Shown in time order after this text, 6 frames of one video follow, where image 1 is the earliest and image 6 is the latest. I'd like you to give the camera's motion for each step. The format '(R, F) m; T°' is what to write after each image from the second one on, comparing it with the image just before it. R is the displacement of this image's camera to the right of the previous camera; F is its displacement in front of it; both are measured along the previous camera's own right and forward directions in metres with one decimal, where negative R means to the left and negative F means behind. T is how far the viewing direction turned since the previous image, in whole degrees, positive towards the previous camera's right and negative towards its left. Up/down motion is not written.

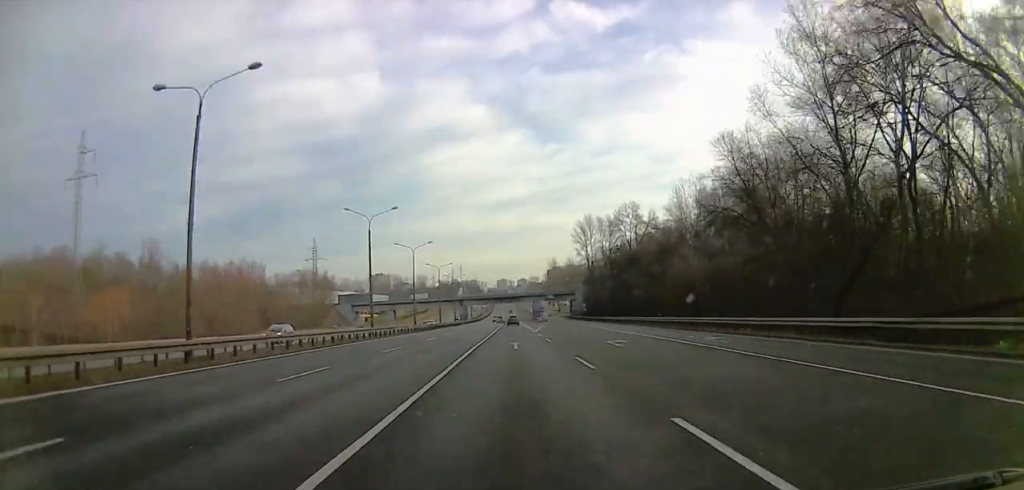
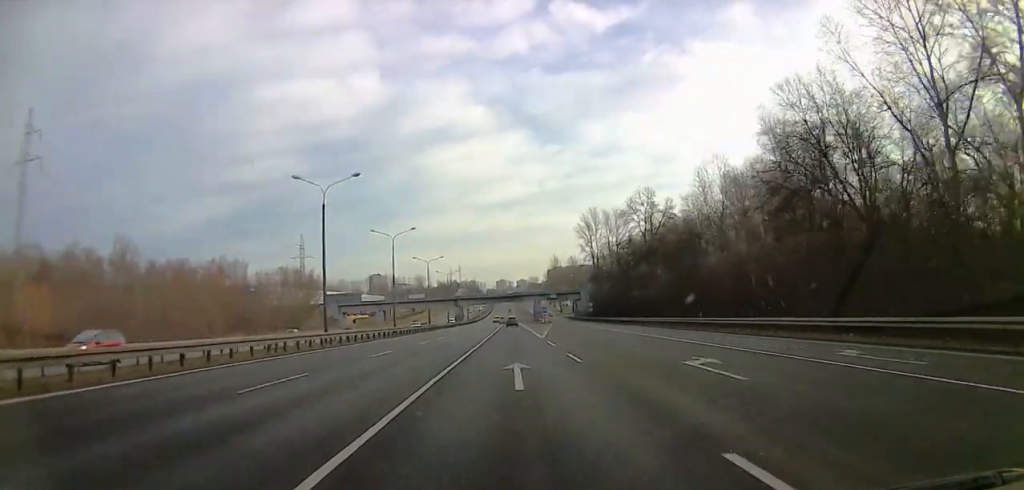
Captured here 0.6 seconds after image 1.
(0.0, +15.0) m; +2°
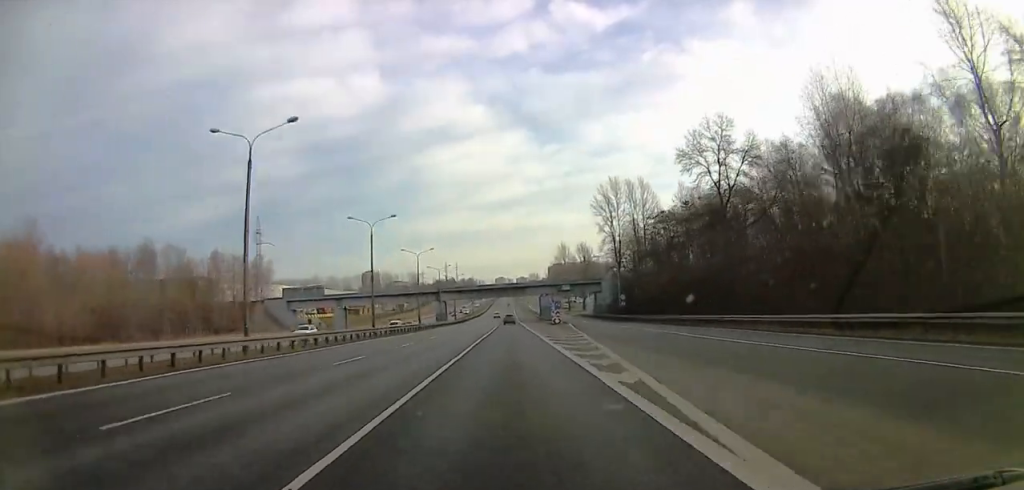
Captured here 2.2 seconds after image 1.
(-0.2, +39.8) m; -3°
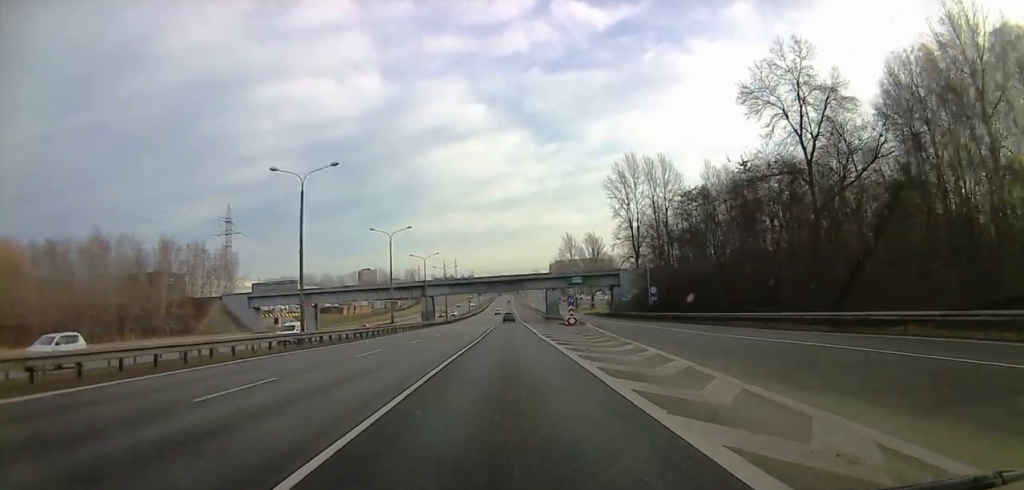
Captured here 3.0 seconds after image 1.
(-0.4, +20.9) m; -1°
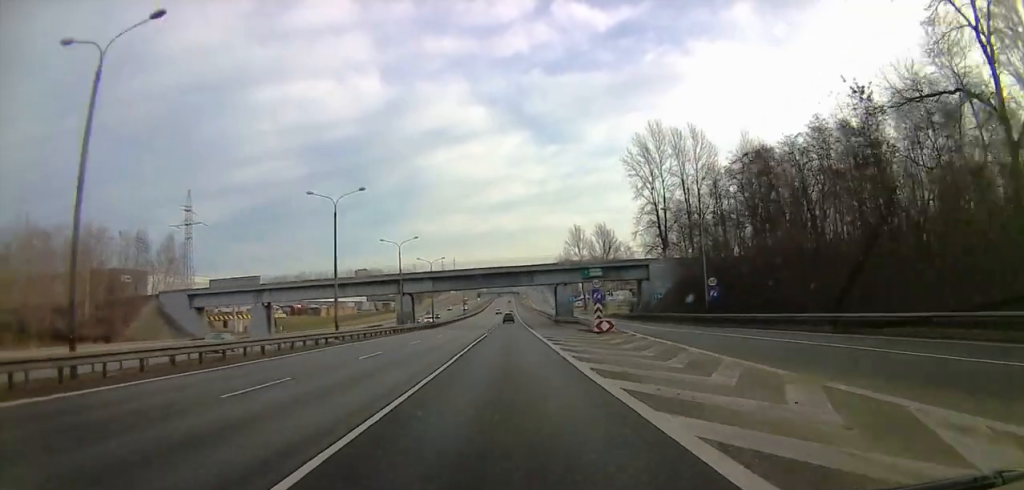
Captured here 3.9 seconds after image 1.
(+0.1, +22.7) m; +1°
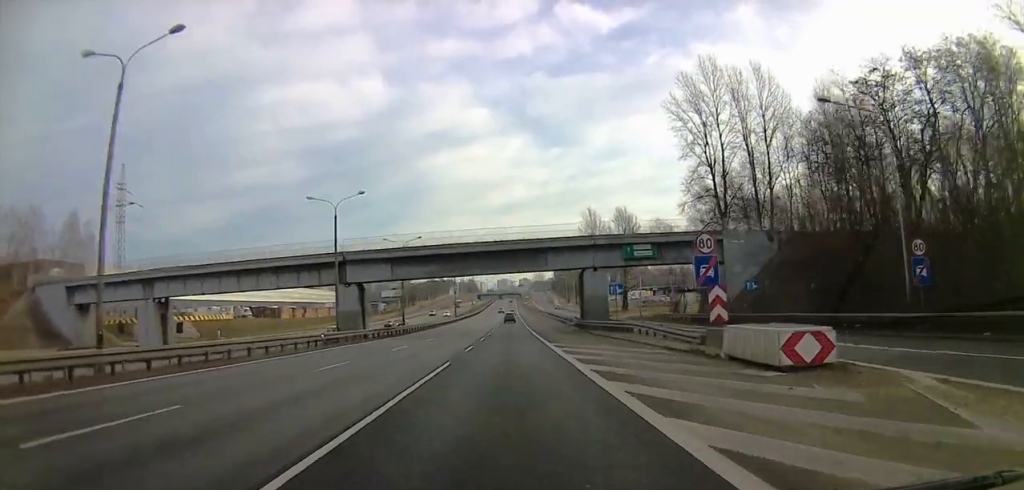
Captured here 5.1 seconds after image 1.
(+0.3, +29.6) m; +1°
